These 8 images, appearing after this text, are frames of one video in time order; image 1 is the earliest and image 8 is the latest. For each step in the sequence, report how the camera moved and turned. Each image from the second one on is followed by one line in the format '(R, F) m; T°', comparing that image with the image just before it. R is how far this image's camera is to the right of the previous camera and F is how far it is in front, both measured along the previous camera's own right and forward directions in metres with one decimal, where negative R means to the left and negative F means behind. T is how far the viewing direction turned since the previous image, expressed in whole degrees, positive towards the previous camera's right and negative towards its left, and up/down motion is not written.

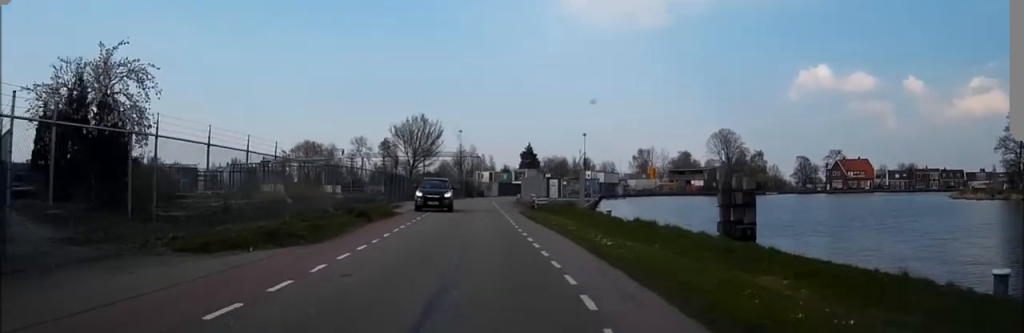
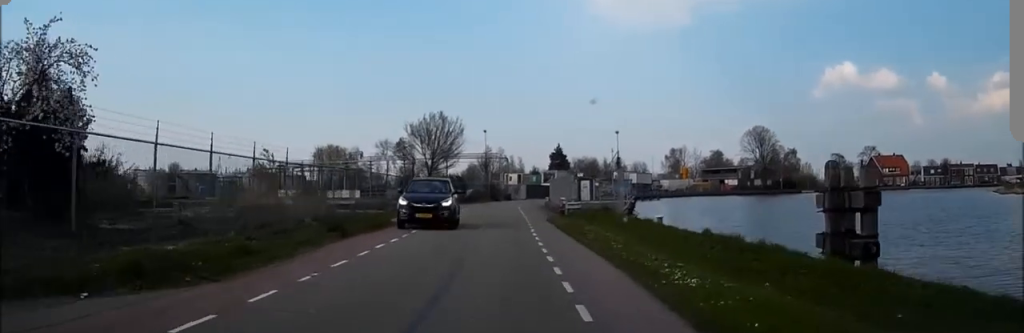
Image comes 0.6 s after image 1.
(-0.3, +6.6) m; -2°
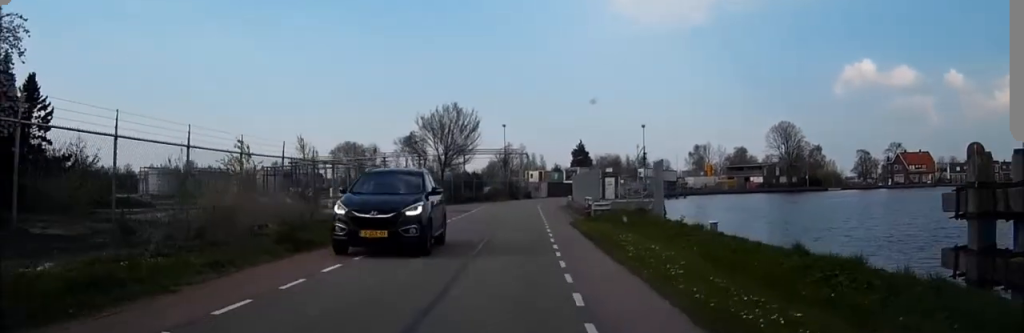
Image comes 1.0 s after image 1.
(-0.1, +5.1) m; -2°
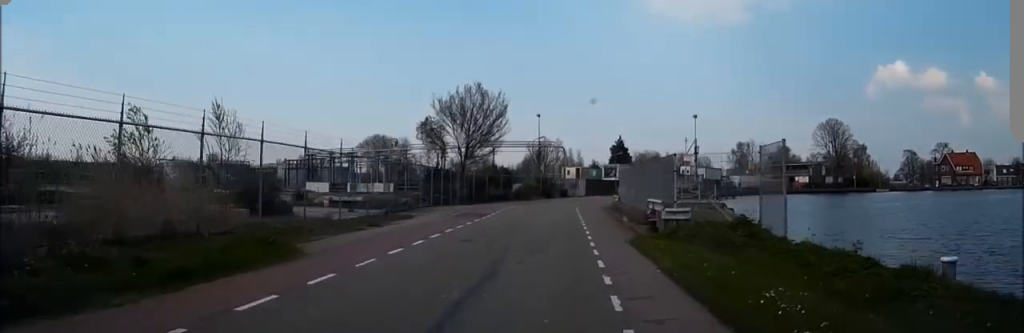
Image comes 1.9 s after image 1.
(-0.2, +10.3) m; -2°
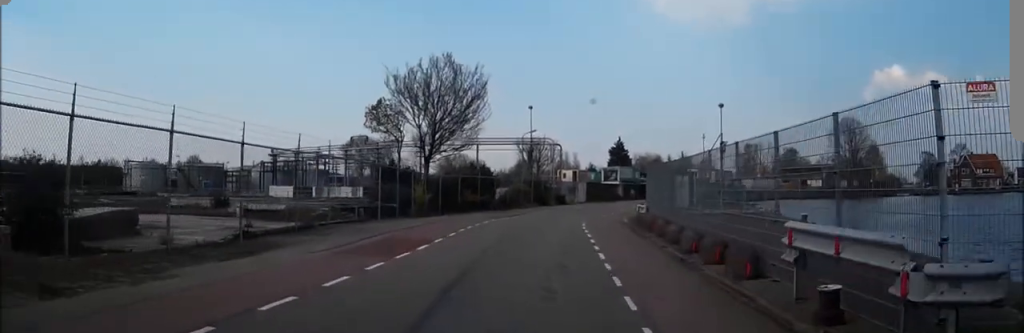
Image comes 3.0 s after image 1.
(-0.2, +13.8) m; 0°
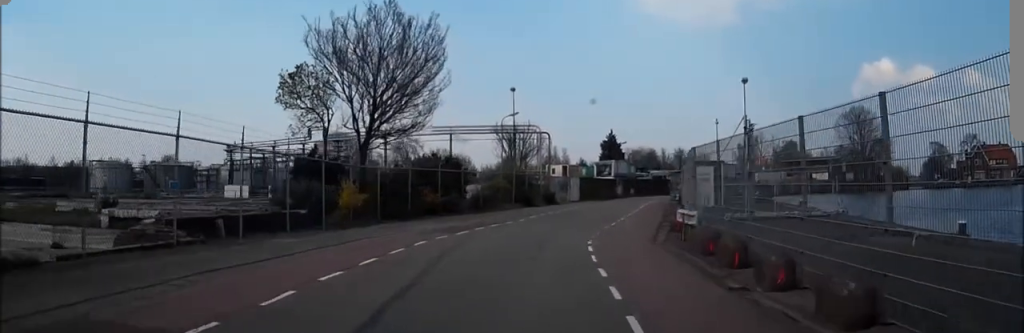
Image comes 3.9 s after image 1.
(+0.1, +11.5) m; +1°
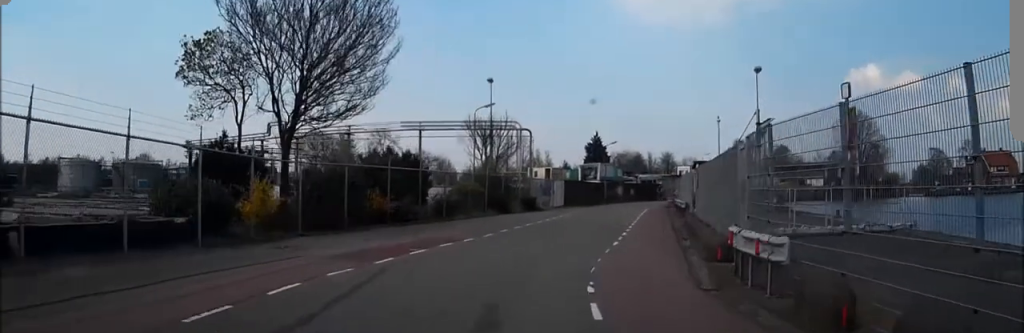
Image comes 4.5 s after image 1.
(+0.1, +7.0) m; +1°
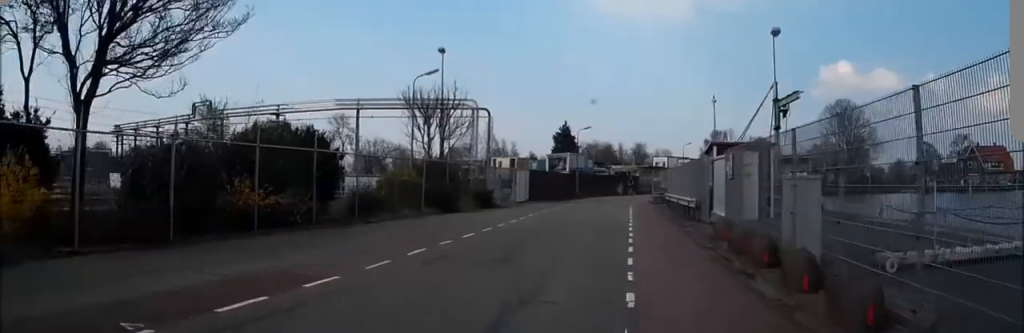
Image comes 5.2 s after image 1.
(+0.1, +9.1) m; +2°
